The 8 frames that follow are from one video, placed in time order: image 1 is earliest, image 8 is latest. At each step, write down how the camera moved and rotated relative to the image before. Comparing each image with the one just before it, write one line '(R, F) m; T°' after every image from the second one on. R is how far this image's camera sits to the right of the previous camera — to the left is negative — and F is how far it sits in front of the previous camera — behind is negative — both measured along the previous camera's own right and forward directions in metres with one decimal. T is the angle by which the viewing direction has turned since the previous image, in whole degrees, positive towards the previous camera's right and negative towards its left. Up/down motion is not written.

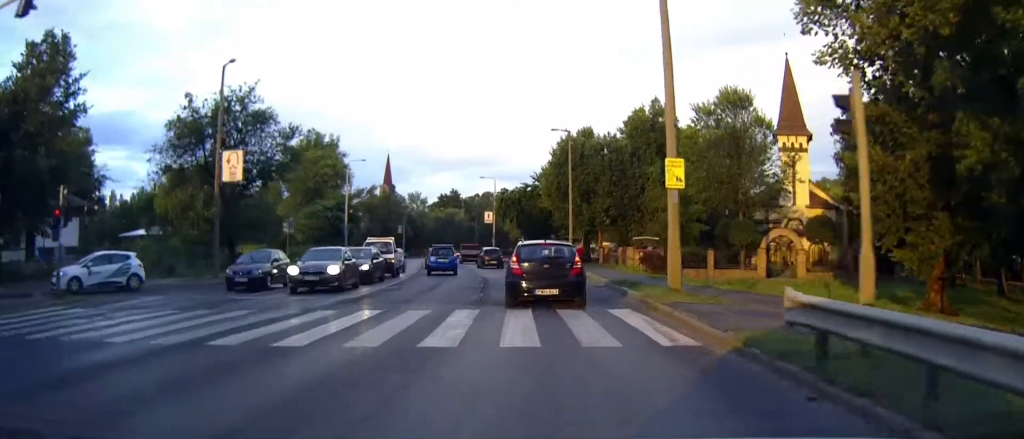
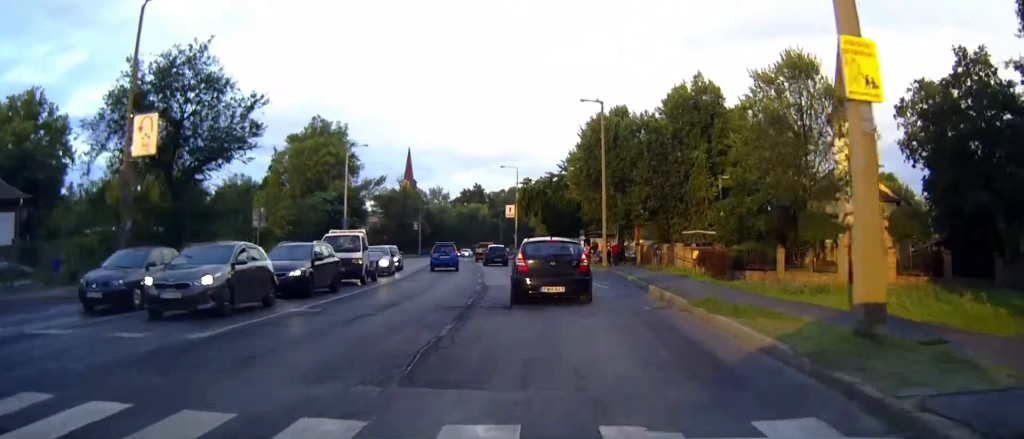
(-0.3, +10.3) m; -3°
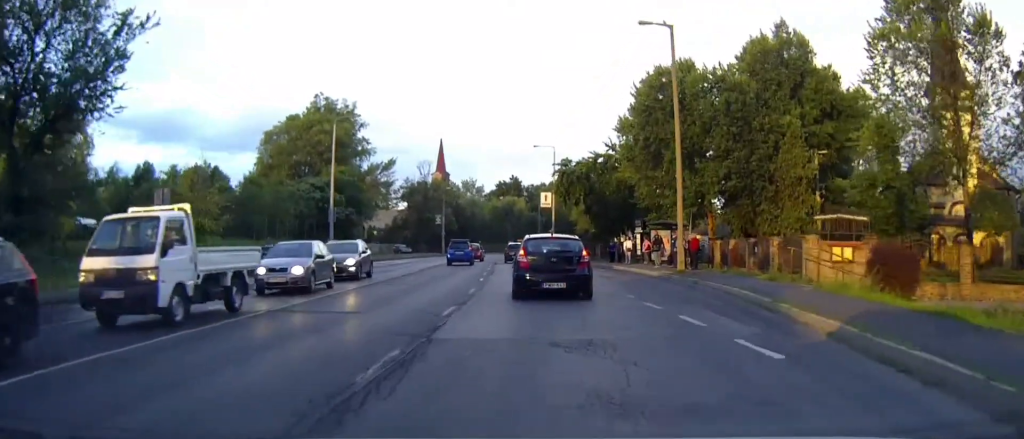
(-0.5, +15.8) m; -4°
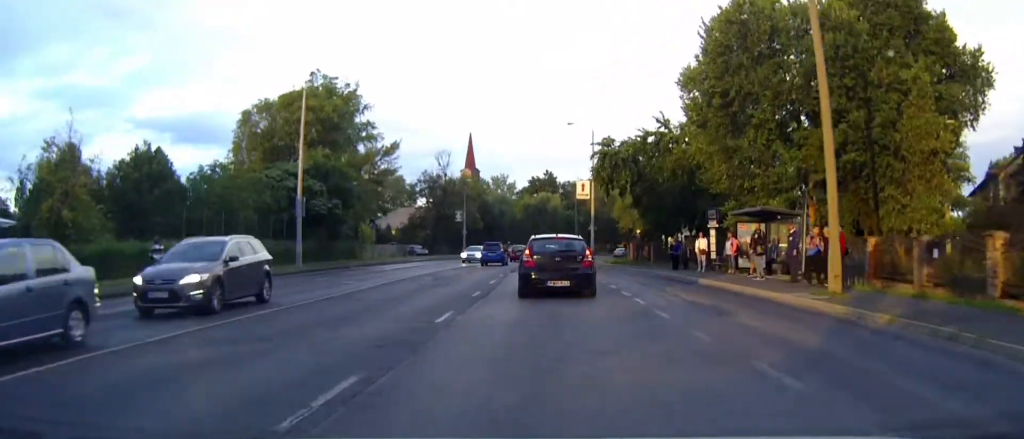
(-0.4, +13.9) m; -3°
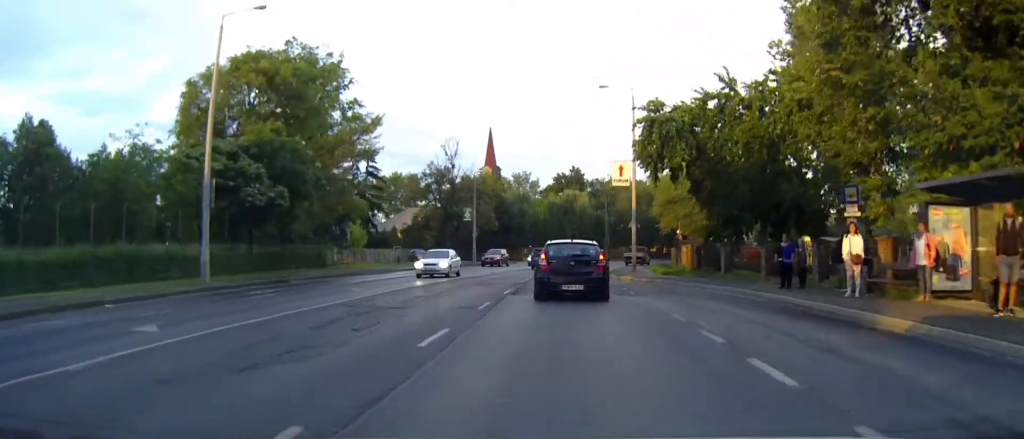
(-0.4, +14.3) m; -2°
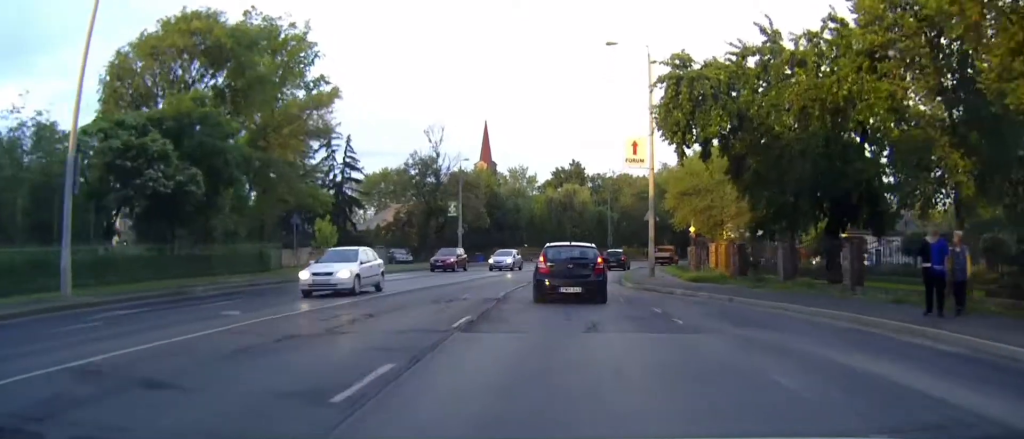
(-0.1, +9.4) m; -1°
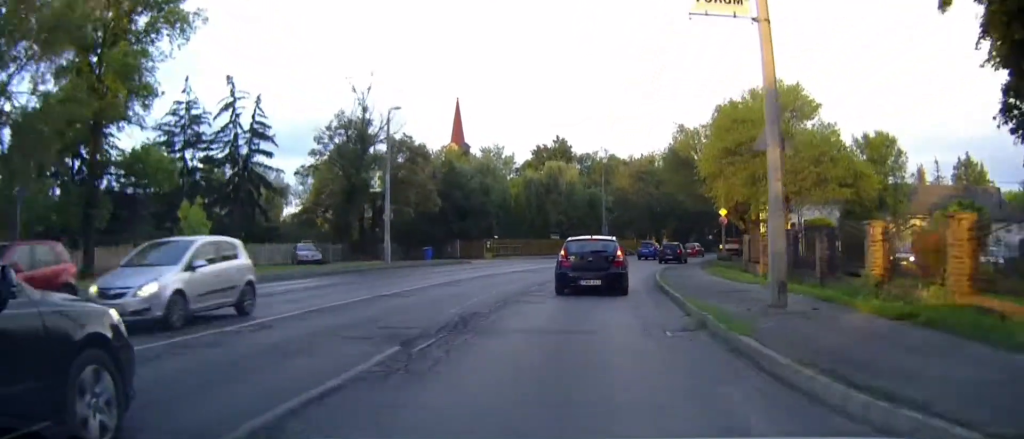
(-0.1, +21.8) m; 0°
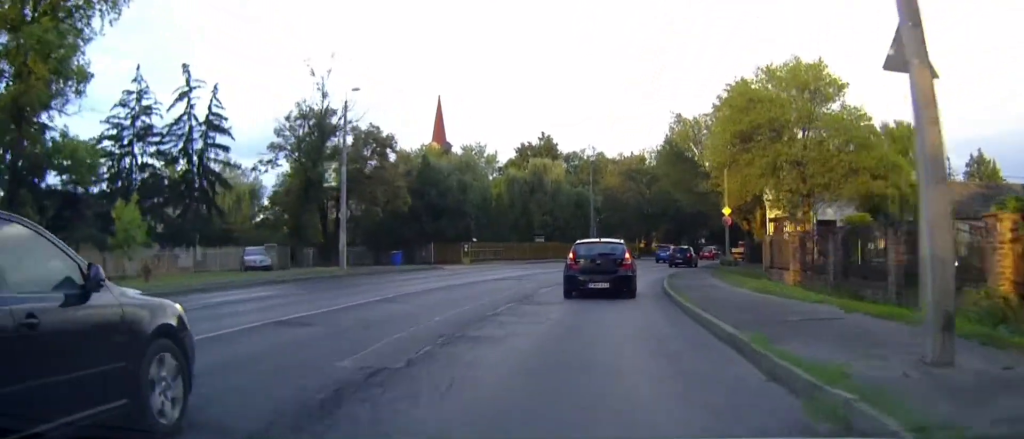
(0.0, +5.9) m; +1°
